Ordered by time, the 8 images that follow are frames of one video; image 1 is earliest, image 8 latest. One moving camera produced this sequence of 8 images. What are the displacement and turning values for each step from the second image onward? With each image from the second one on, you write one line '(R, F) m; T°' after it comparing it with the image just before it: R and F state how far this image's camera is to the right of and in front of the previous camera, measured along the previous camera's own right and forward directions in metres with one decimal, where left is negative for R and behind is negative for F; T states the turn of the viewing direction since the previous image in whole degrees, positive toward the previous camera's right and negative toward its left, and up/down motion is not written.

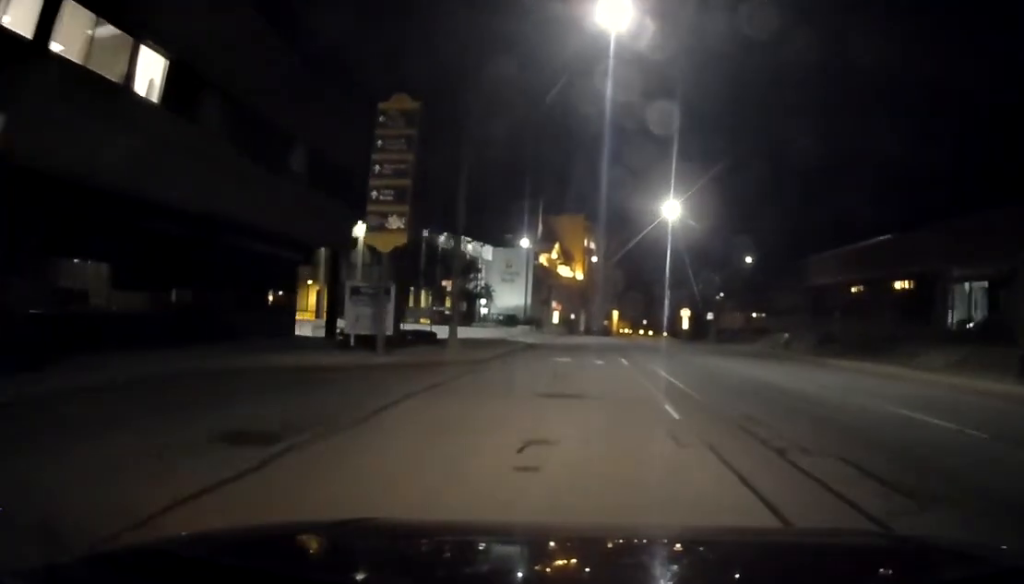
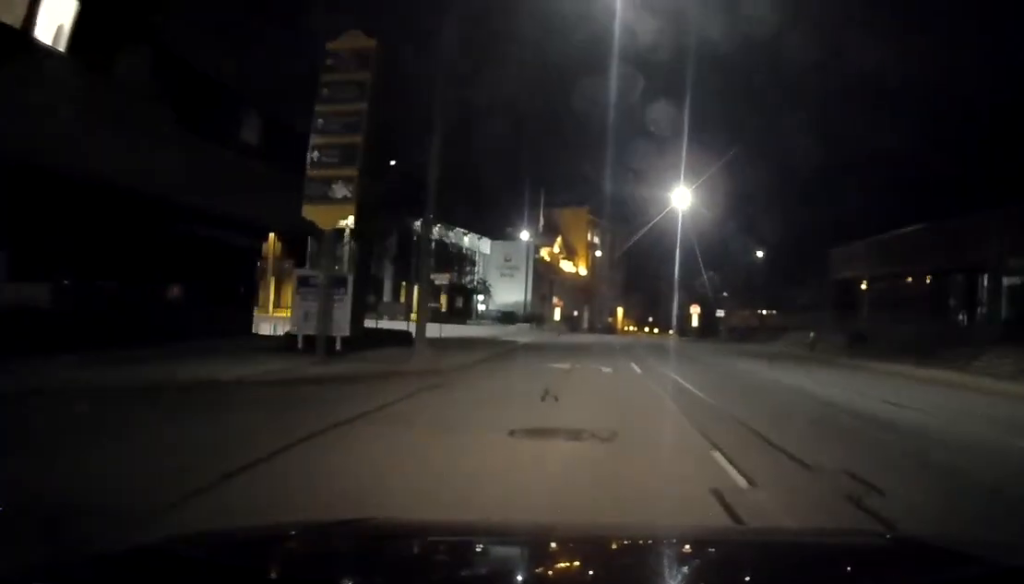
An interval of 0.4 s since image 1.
(+0.1, +3.8) m; 0°
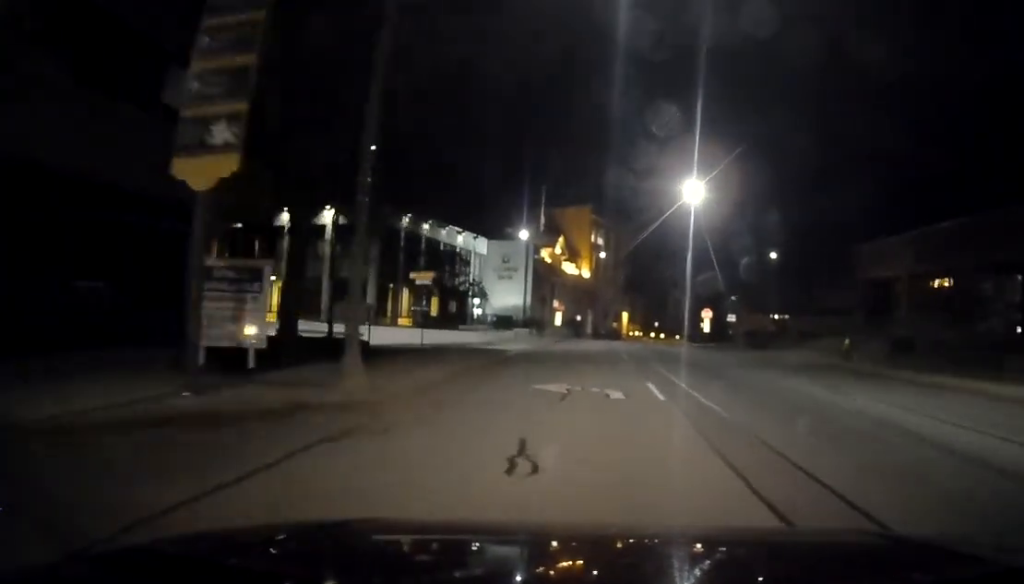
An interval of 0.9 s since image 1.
(-0.1, +4.4) m; 0°
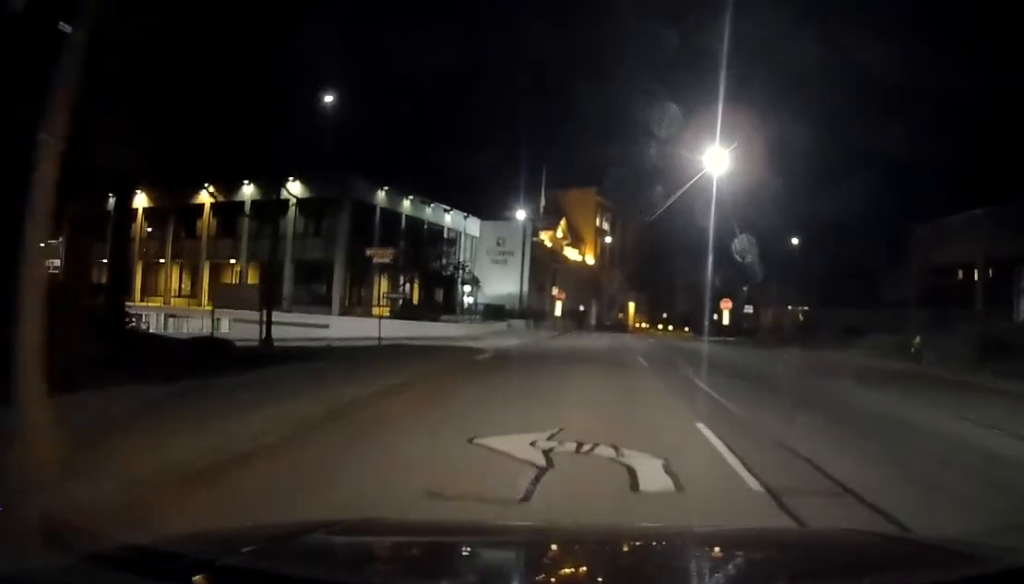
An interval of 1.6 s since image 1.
(-0.1, +6.4) m; 0°
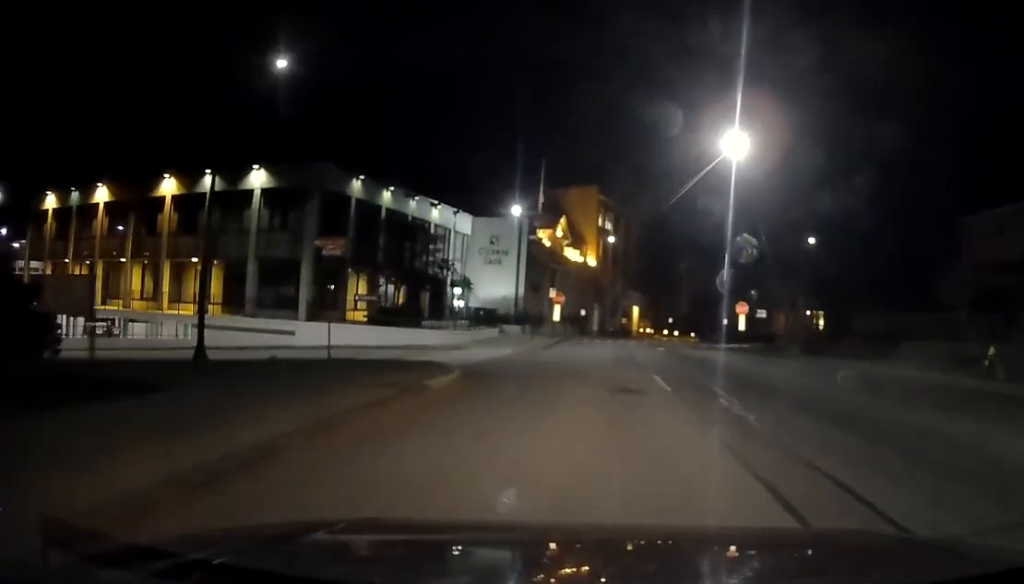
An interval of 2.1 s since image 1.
(0.0, +4.7) m; 0°
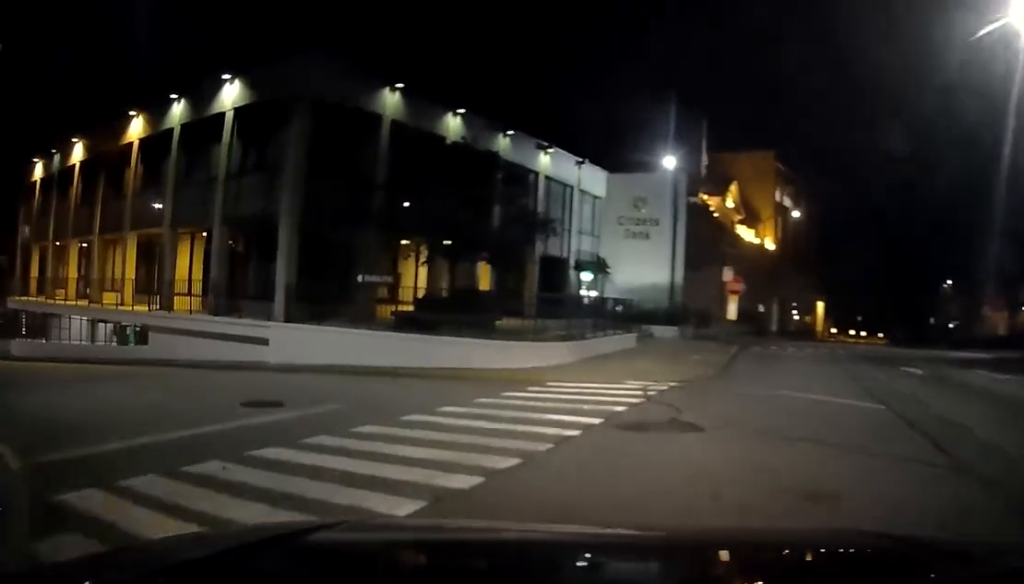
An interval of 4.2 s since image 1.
(-0.7, +15.8) m; -14°
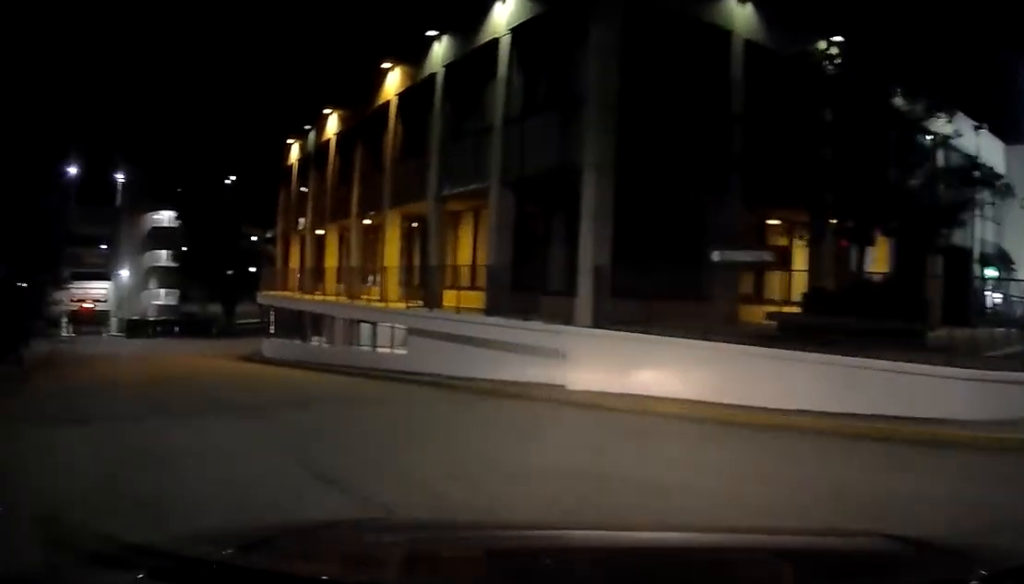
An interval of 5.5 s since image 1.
(-1.5, +7.0) m; -29°
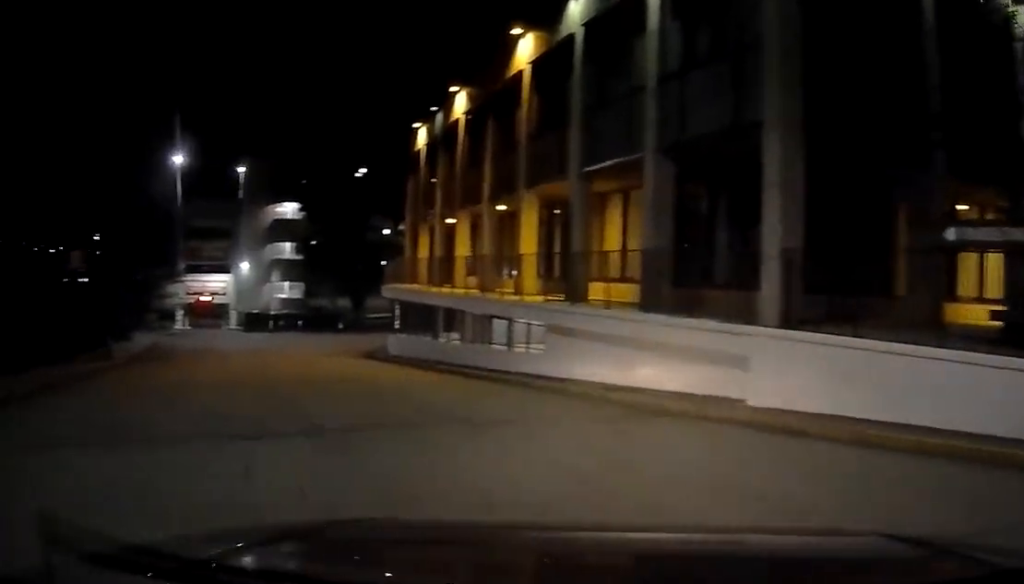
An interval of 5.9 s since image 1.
(-0.4, +2.5) m; -12°
